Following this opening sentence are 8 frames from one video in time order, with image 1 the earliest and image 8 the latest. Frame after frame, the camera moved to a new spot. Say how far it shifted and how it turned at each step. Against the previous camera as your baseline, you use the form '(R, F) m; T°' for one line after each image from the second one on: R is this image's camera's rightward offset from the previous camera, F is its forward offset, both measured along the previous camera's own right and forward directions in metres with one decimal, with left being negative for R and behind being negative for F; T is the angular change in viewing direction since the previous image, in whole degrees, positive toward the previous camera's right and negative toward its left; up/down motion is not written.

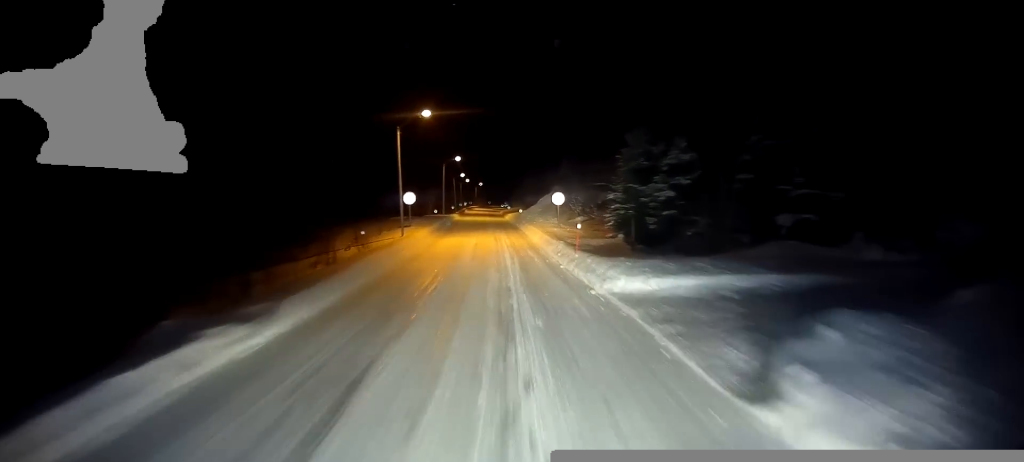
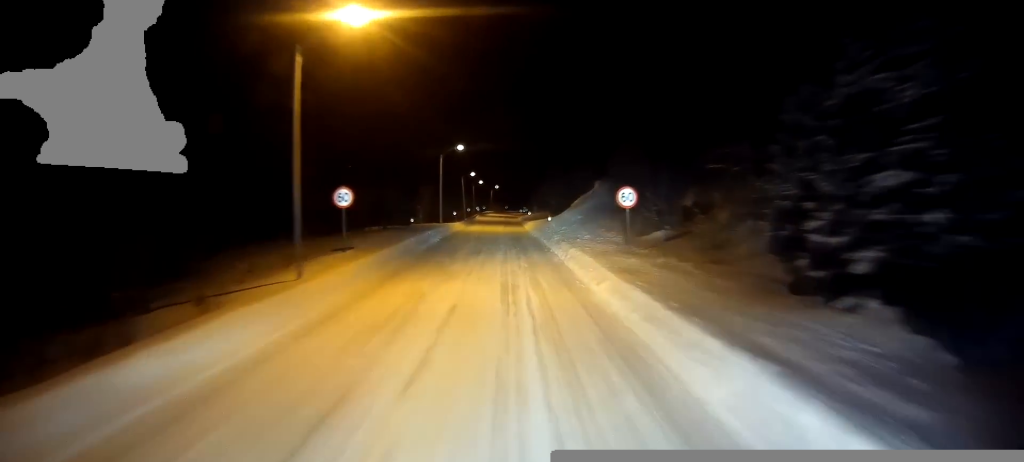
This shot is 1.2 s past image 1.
(0.0, +19.9) m; 0°
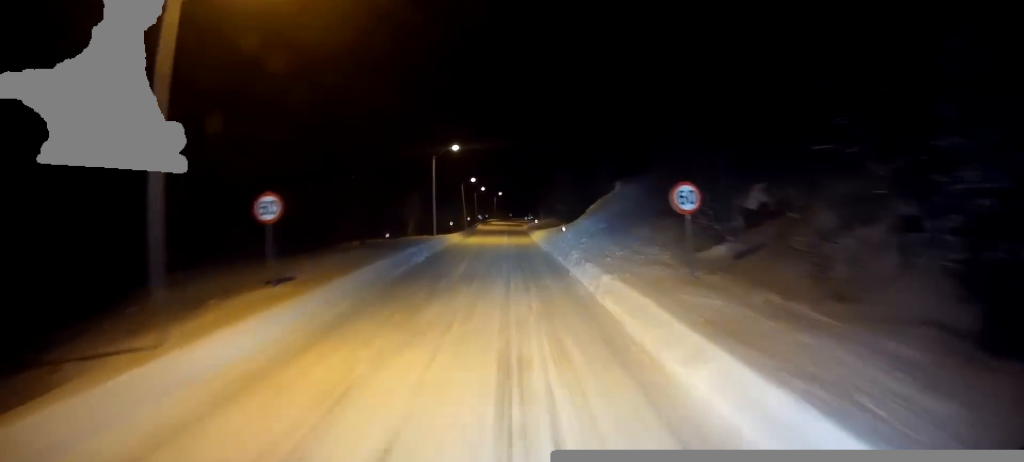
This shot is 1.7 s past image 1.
(0.0, +7.7) m; -1°
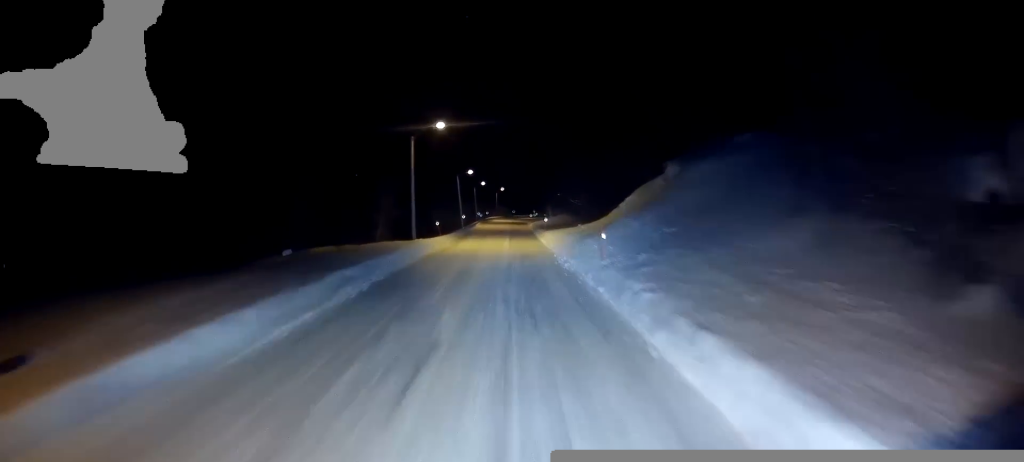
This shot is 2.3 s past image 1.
(-0.1, +11.0) m; -1°
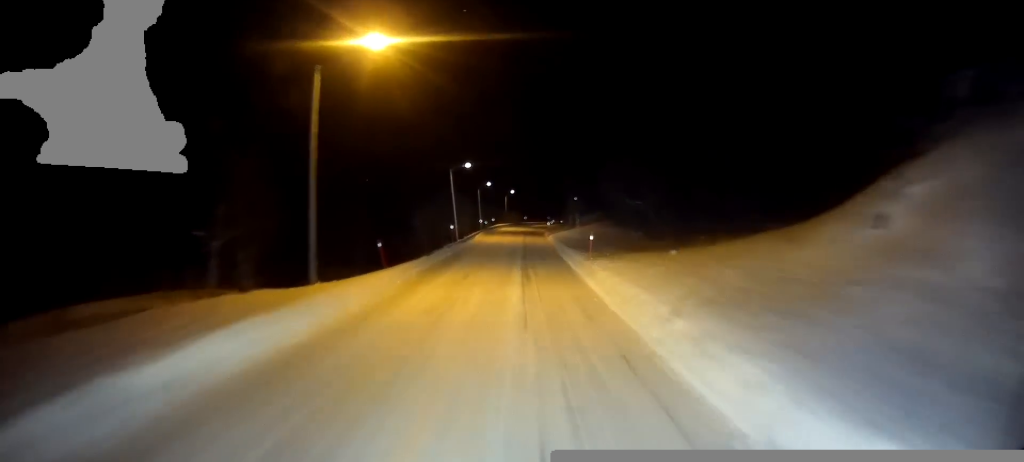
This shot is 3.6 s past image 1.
(-0.2, +20.1) m; -1°
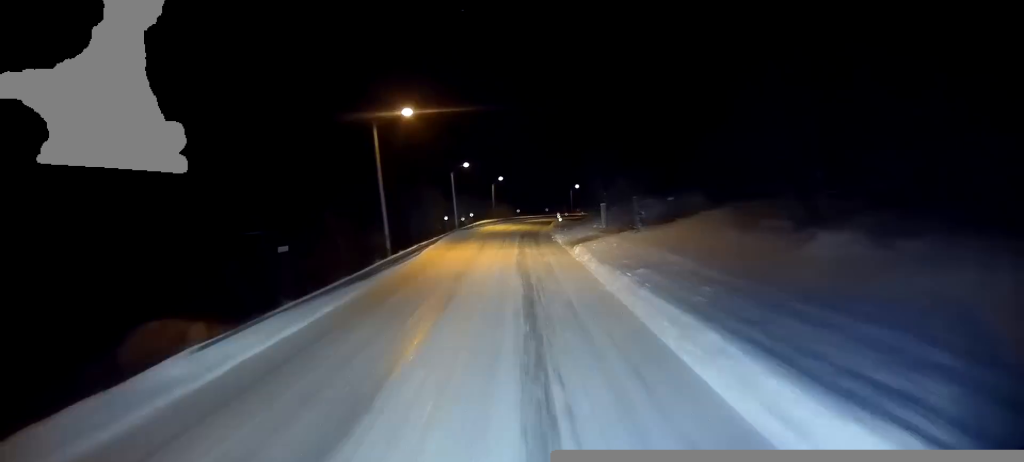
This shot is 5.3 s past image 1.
(0.0, +29.1) m; +1°
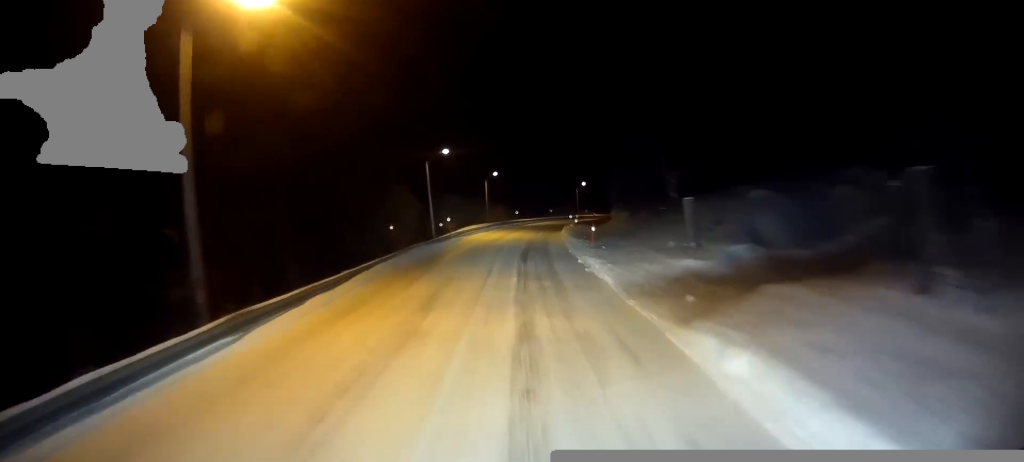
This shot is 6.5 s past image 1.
(+0.3, +18.3) m; +2°
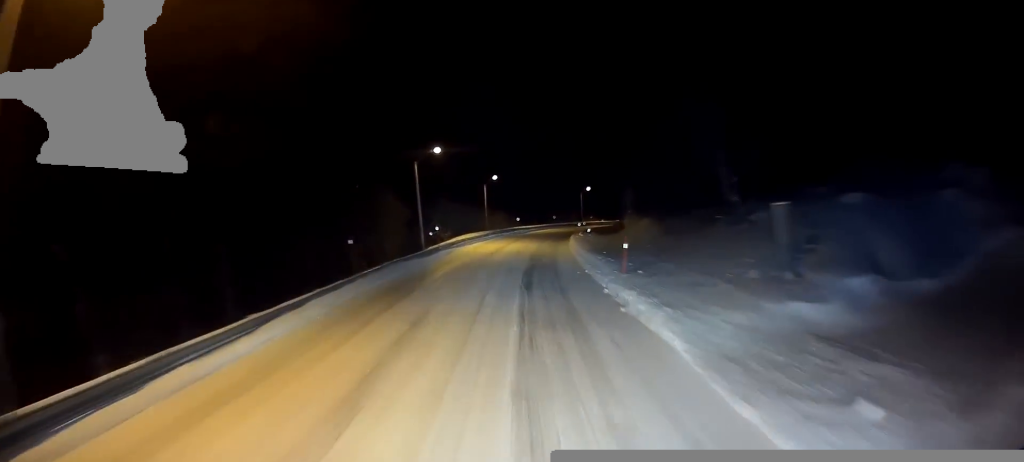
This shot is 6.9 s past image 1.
(+0.1, +6.4) m; +1°
